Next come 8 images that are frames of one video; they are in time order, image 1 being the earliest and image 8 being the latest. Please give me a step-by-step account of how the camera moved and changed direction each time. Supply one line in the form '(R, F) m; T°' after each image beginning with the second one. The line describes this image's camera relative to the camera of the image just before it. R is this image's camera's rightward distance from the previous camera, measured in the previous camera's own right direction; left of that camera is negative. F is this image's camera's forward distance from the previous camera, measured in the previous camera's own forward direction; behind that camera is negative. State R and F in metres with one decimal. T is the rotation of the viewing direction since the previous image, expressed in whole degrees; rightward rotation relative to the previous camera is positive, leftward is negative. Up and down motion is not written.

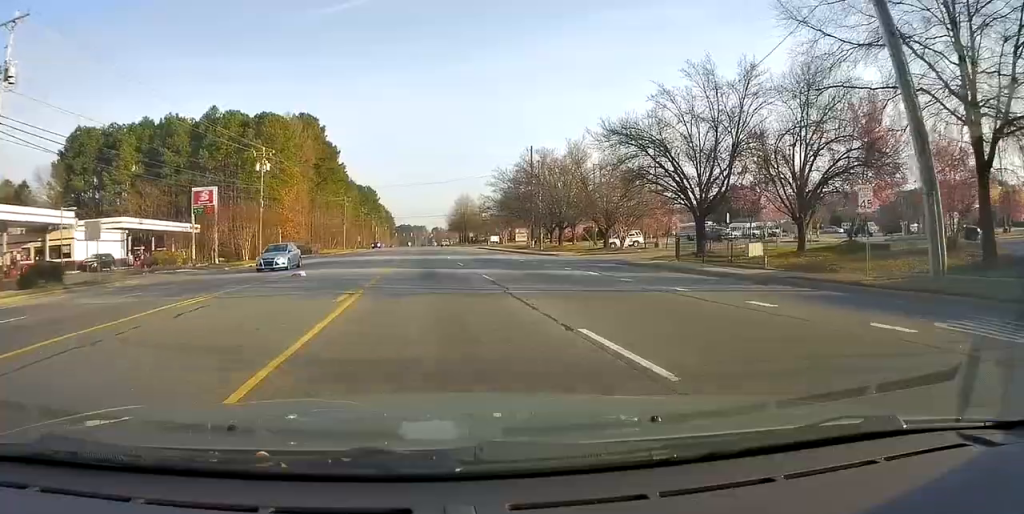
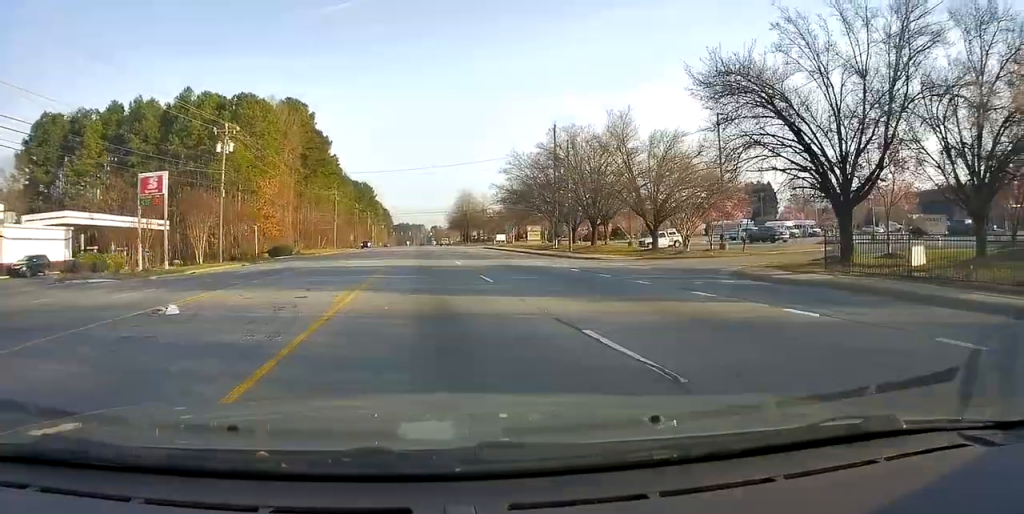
(0.0, +12.4) m; 0°
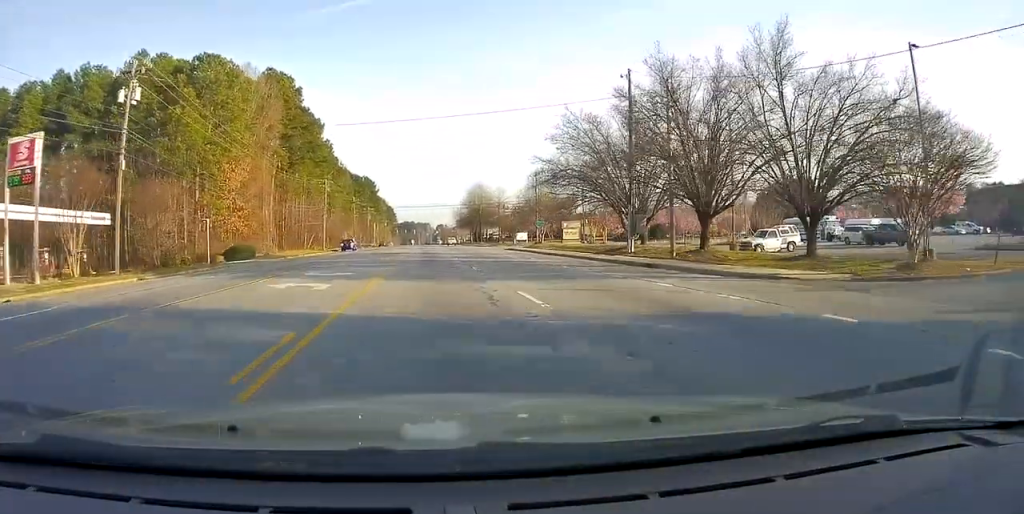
(0.0, +19.3) m; 0°
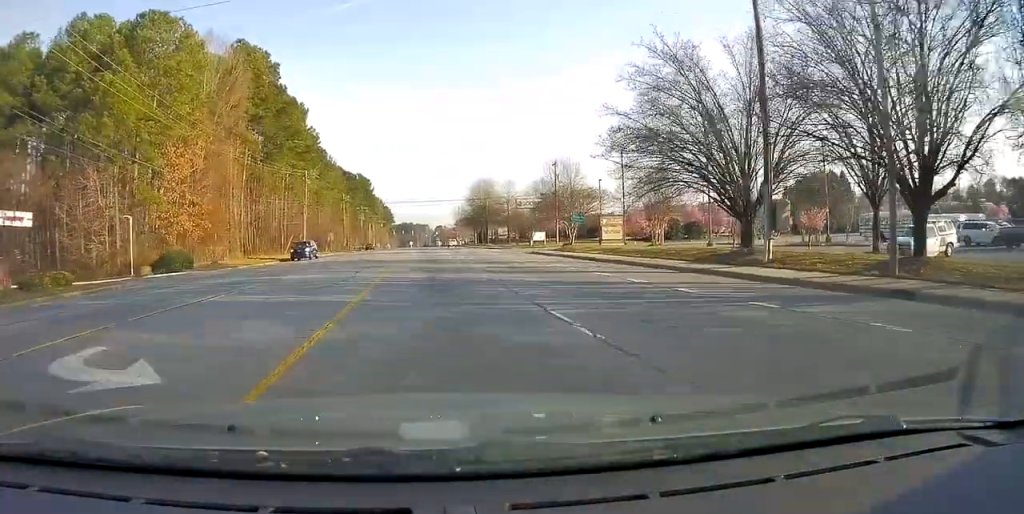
(0.0, +16.0) m; 0°
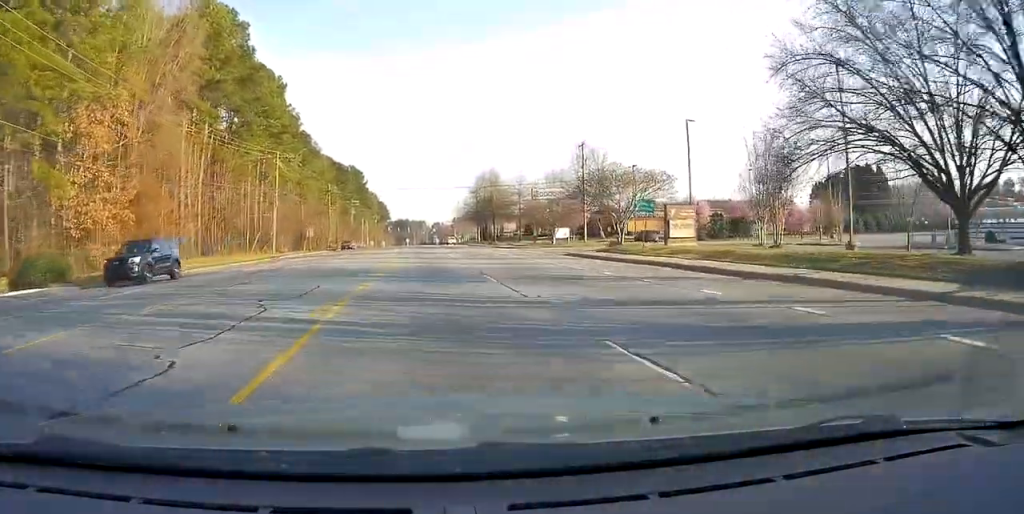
(0.0, +16.1) m; 0°
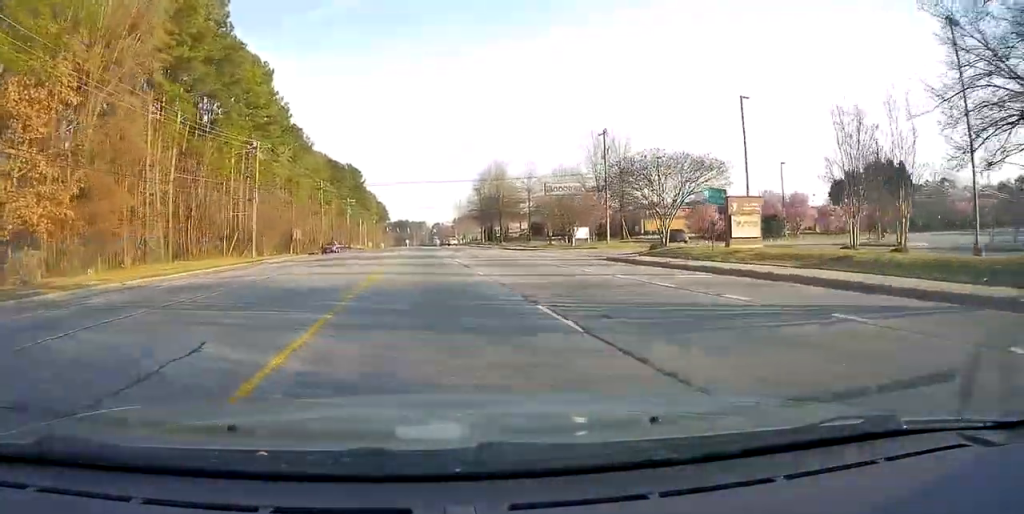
(0.0, +8.6) m; 0°
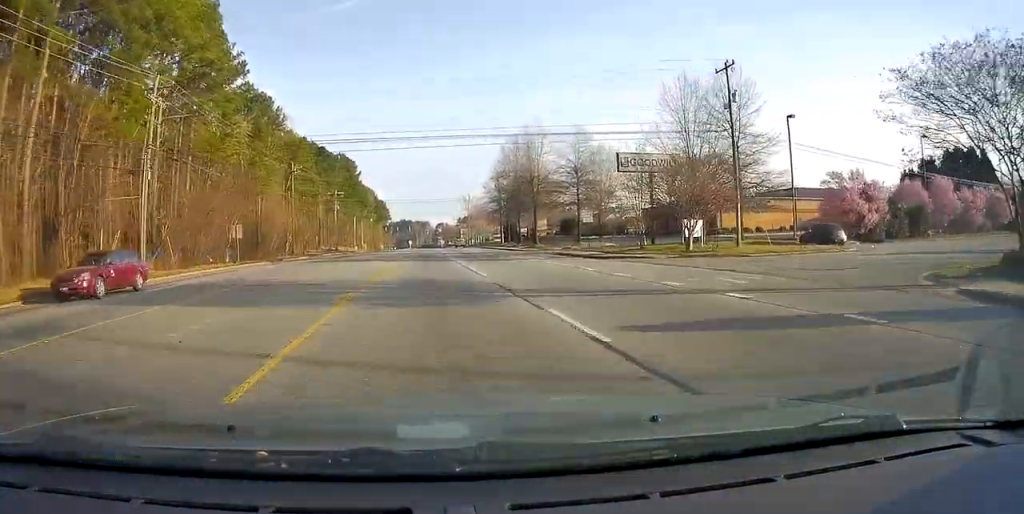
(0.0, +25.8) m; 0°
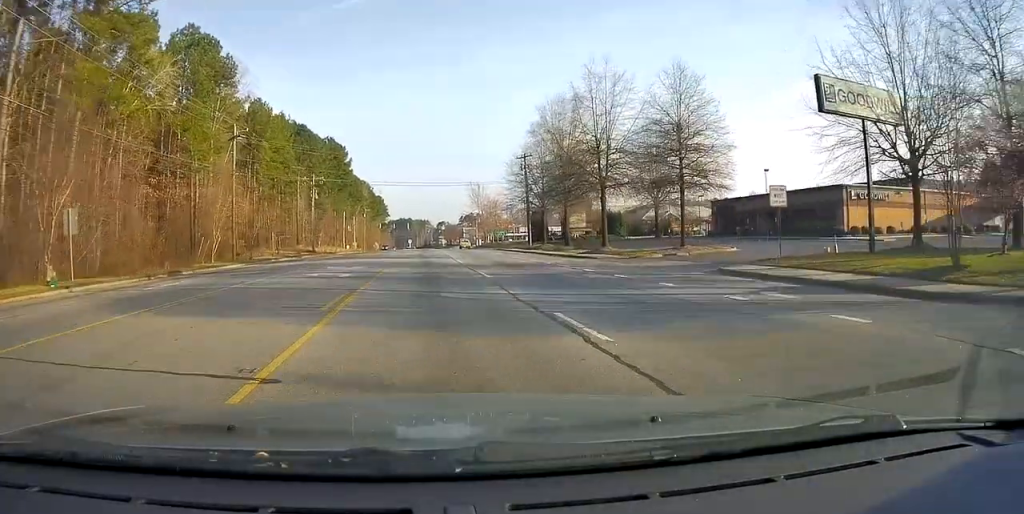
(0.0, +24.9) m; 0°
